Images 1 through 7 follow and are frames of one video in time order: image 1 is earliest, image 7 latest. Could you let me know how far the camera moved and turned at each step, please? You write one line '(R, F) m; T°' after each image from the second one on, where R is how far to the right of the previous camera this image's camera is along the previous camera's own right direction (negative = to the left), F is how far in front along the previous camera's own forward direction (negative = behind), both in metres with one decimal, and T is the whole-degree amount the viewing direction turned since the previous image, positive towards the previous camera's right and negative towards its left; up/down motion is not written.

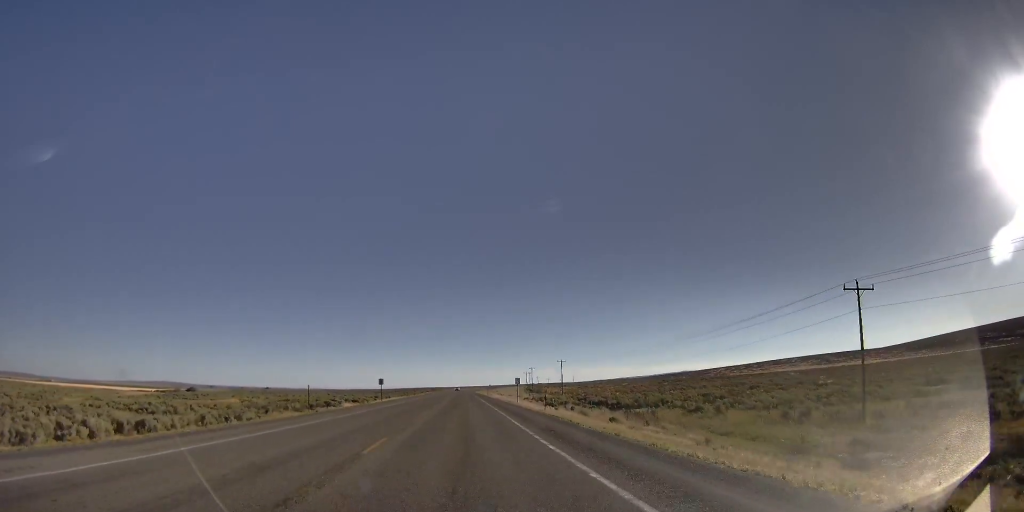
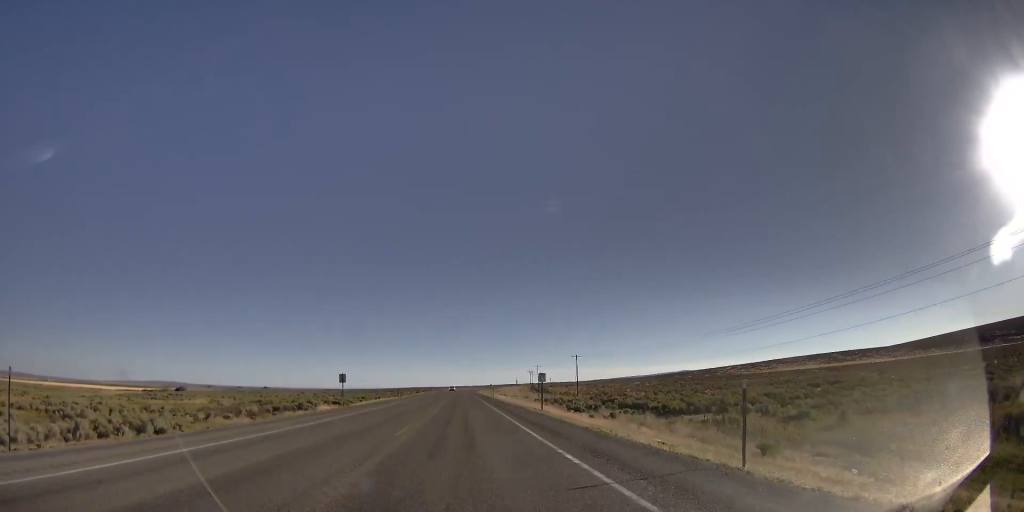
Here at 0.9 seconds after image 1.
(+0.3, +25.5) m; +1°
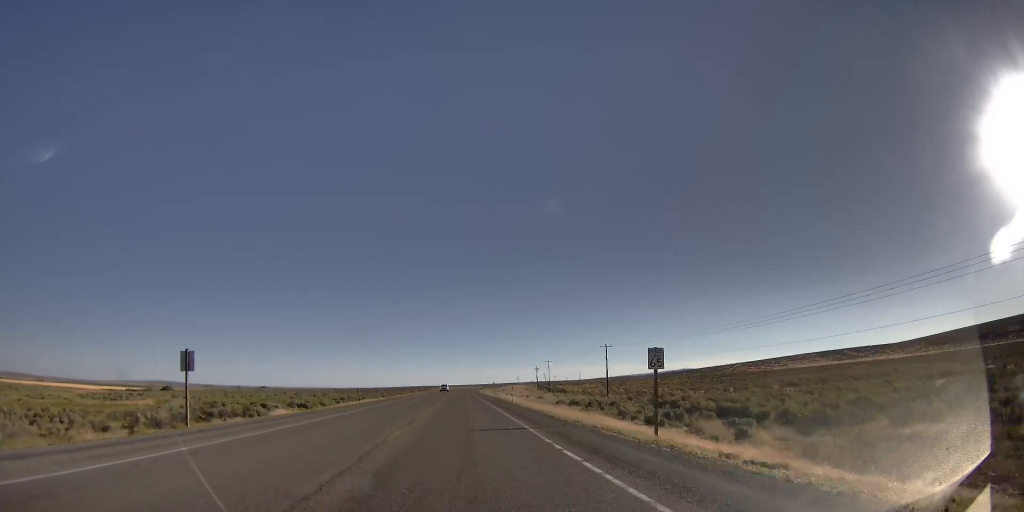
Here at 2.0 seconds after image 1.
(+0.1, +32.3) m; 0°
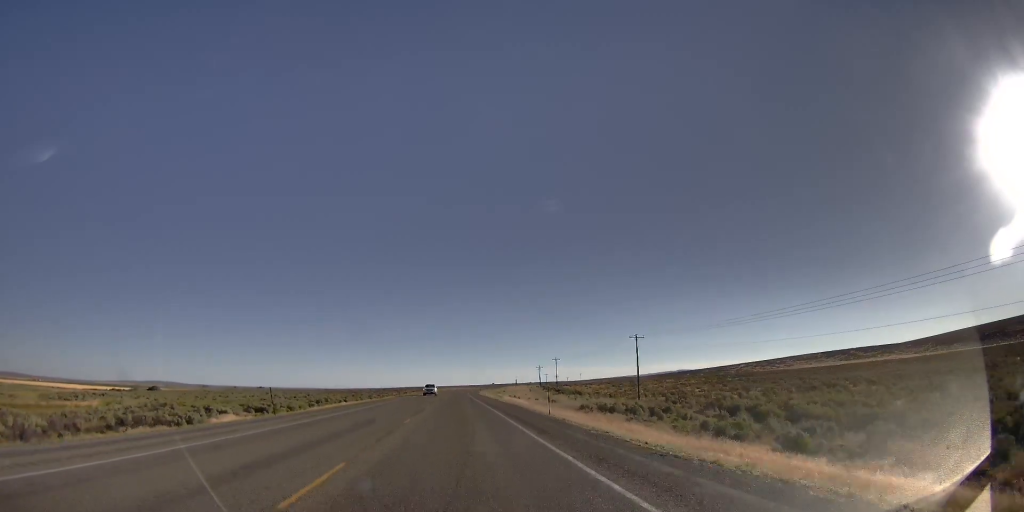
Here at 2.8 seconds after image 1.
(0.0, +23.5) m; 0°
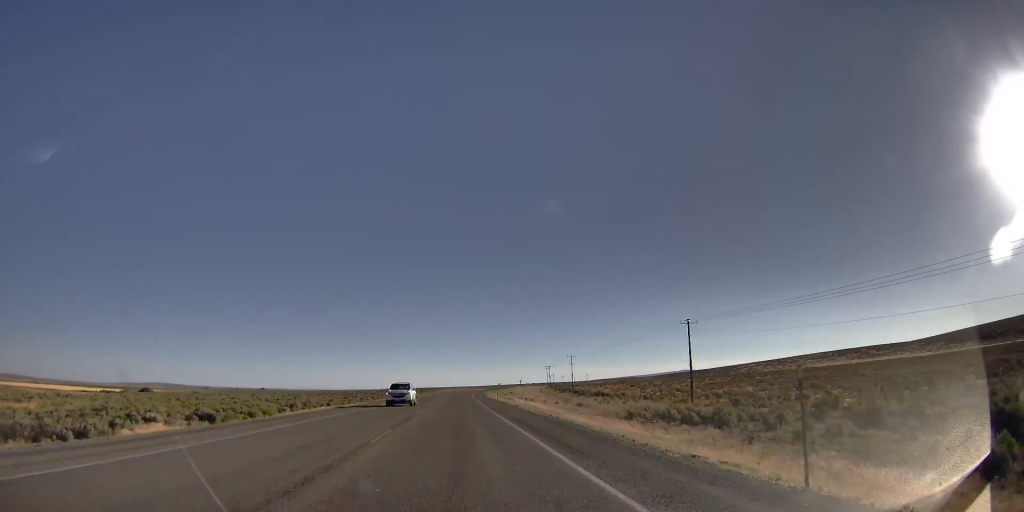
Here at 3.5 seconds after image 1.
(0.0, +22.6) m; 0°
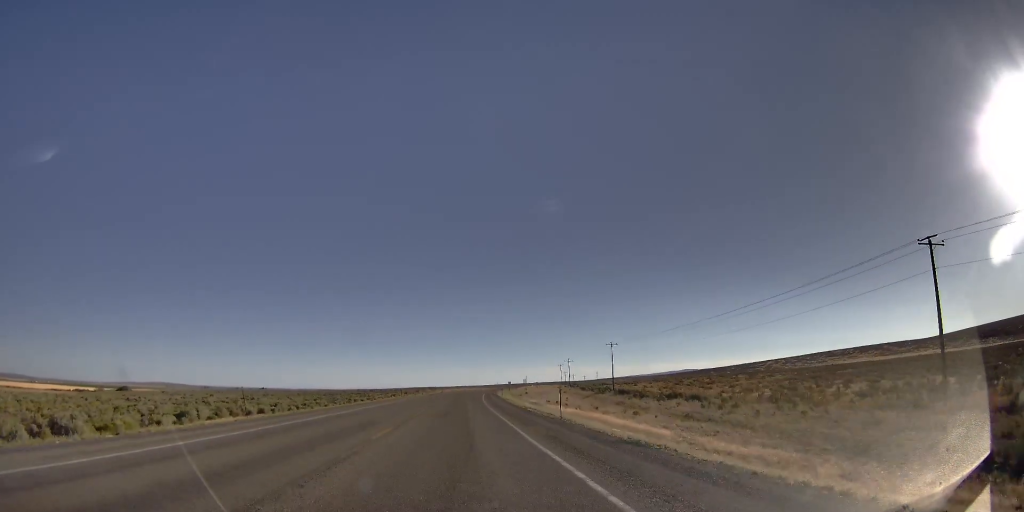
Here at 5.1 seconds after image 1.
(+0.1, +44.9) m; 0°
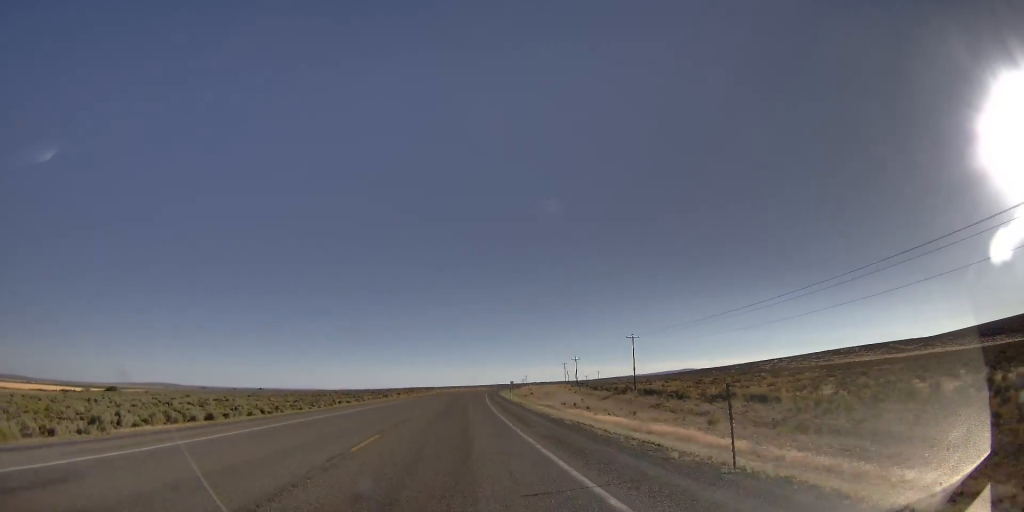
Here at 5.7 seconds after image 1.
(+0.1, +17.4) m; 0°
